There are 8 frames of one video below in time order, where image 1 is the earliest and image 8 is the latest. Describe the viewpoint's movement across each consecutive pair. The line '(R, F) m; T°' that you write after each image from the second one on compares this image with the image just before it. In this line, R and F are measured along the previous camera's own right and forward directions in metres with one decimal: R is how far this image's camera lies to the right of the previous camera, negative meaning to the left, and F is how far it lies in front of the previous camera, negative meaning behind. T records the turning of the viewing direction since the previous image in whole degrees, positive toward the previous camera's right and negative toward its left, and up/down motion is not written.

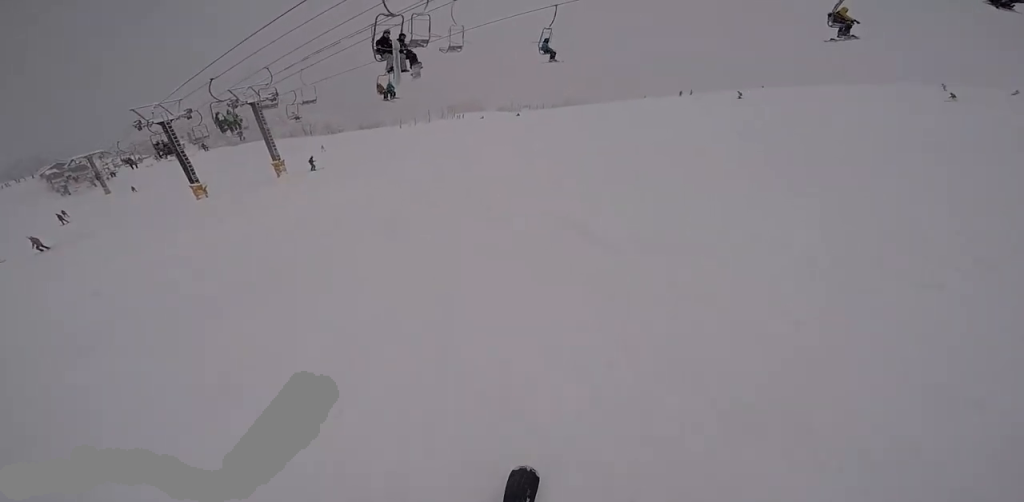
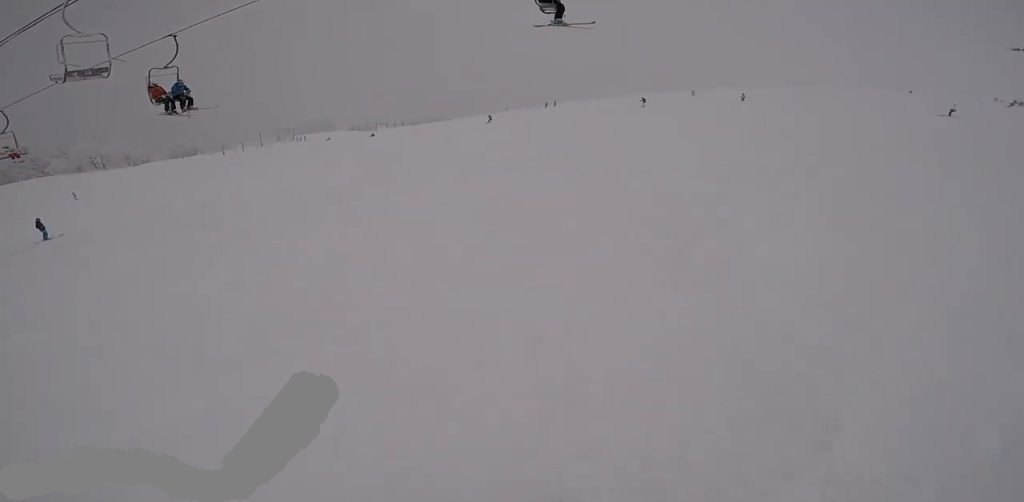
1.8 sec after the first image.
(+2.4, +8.4) m; +16°
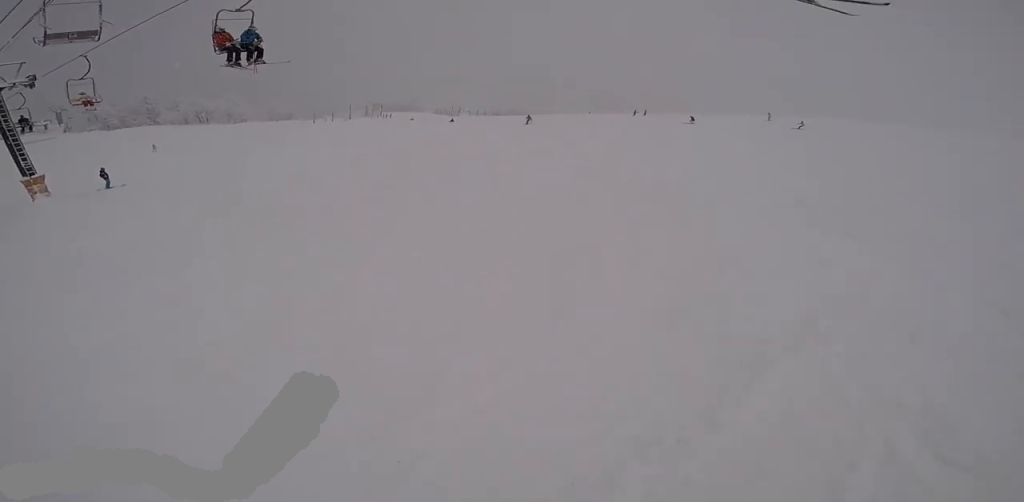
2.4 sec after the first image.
(-1.0, +3.2) m; -2°
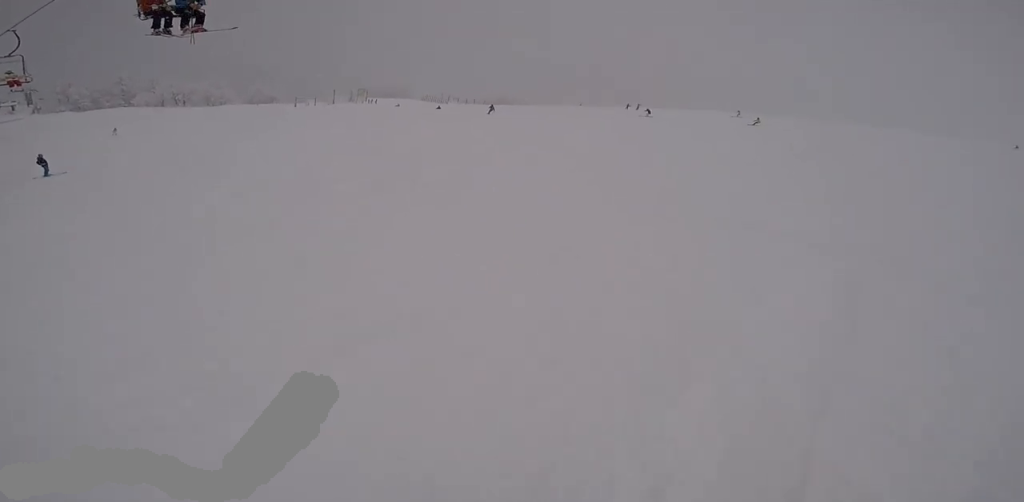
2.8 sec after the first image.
(-0.3, +2.1) m; 0°
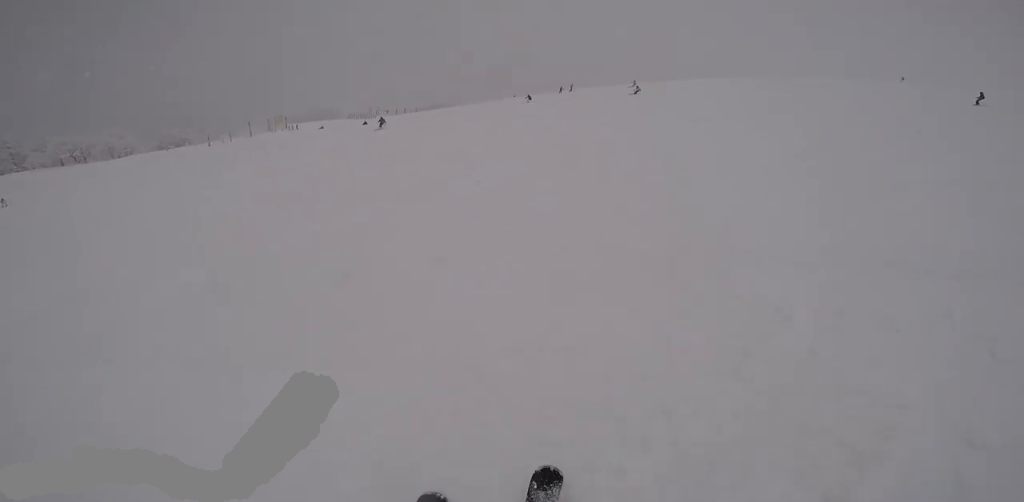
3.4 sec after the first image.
(+0.7, +3.0) m; +8°
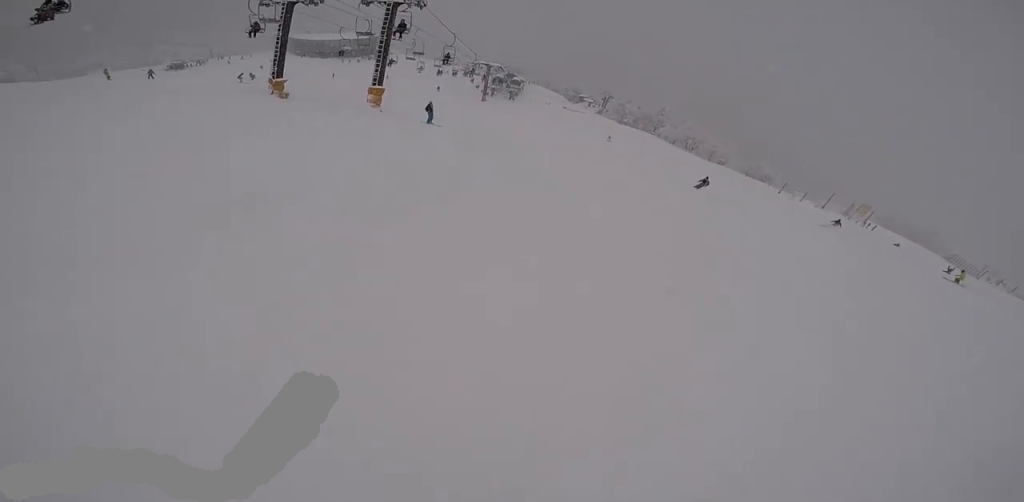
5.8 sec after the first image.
(-2.7, +11.8) m; -69°
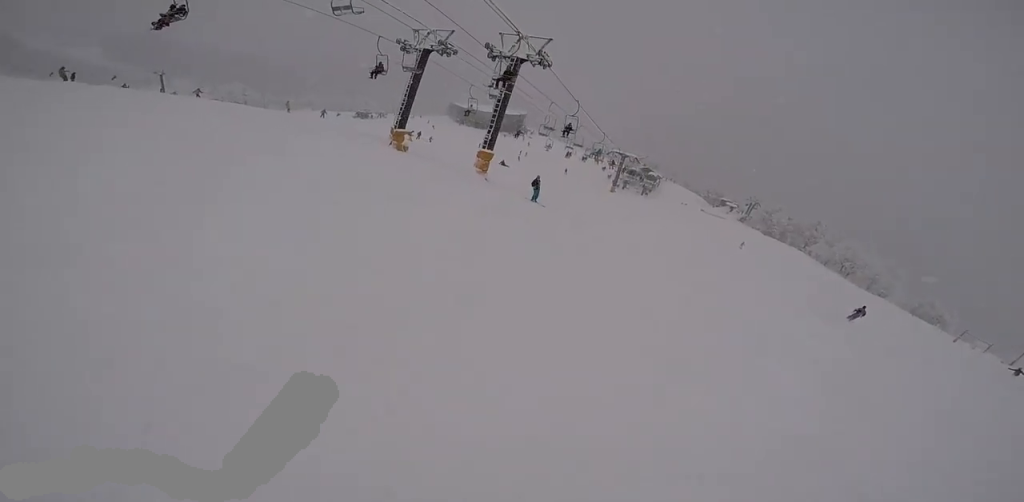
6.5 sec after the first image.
(-2.0, +3.9) m; -29°
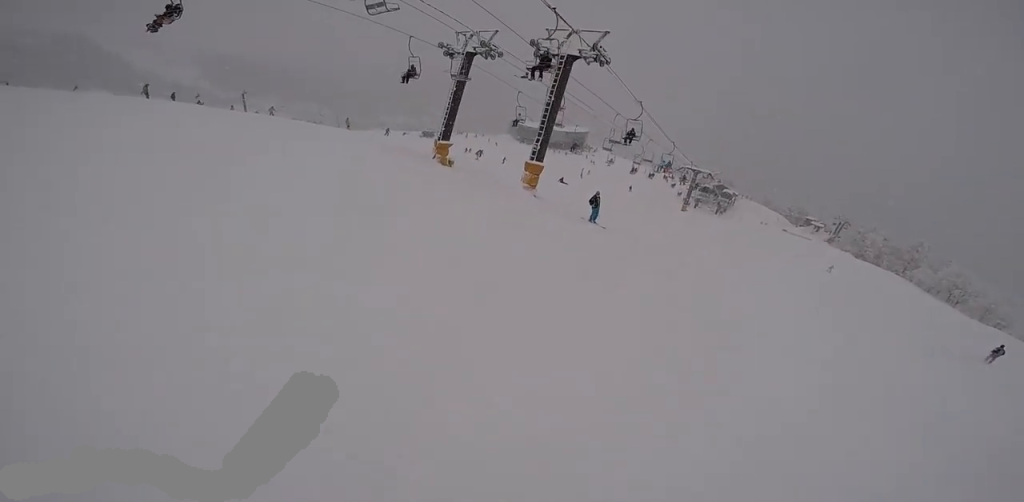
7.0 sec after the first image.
(-0.4, +2.5) m; -11°
